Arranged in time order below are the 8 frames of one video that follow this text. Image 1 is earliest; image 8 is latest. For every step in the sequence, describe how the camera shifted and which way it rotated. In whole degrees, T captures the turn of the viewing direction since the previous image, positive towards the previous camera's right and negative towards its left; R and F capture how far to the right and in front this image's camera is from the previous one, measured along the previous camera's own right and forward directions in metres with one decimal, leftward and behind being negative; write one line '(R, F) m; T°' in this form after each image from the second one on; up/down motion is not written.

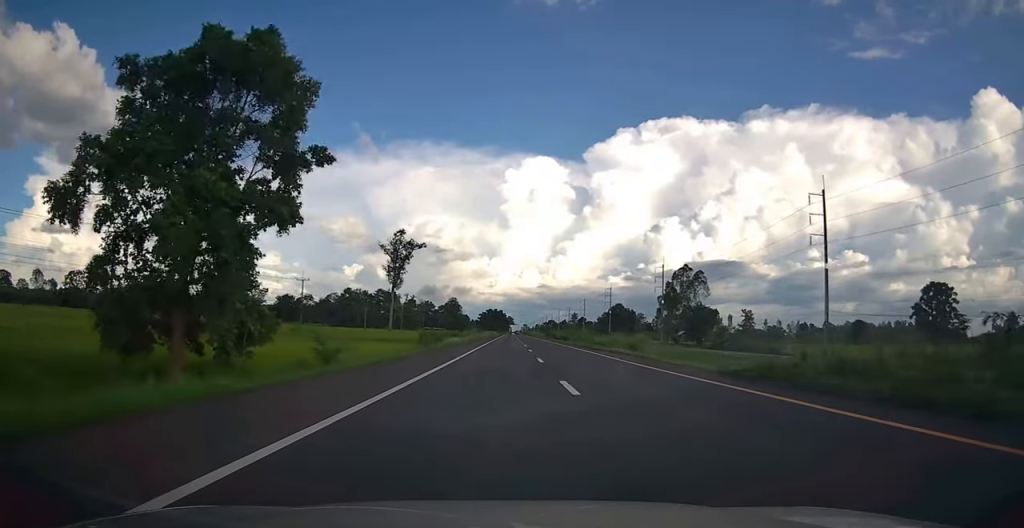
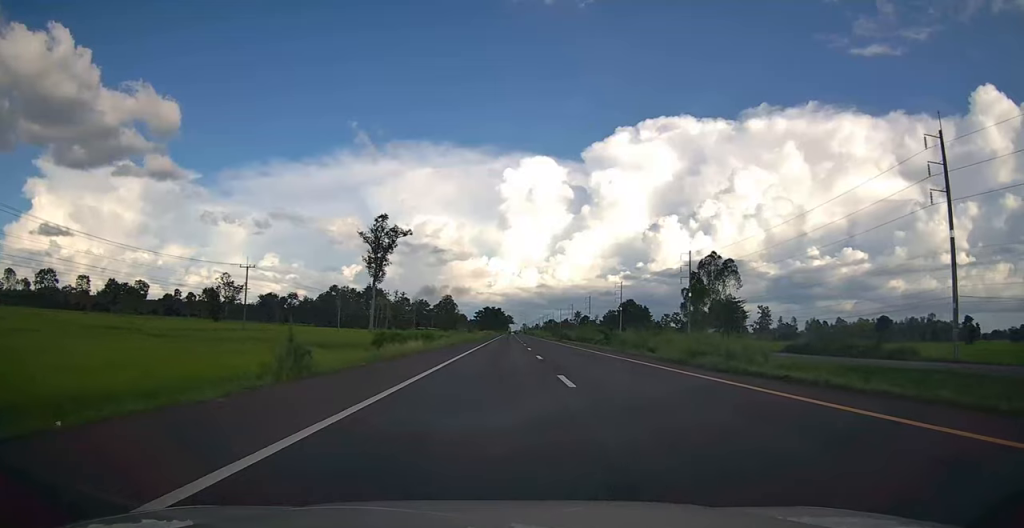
(0.0, +23.0) m; 0°
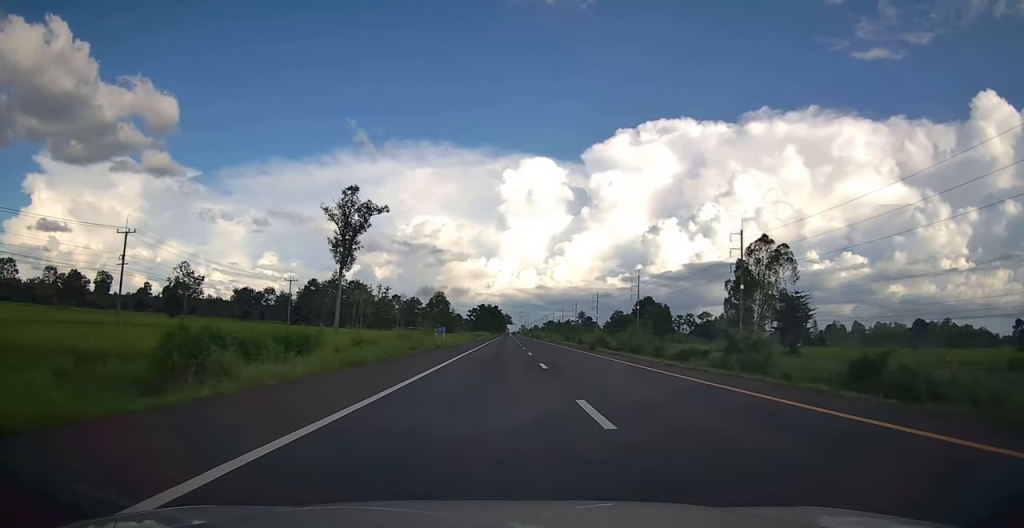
(-0.2, +28.9) m; 0°
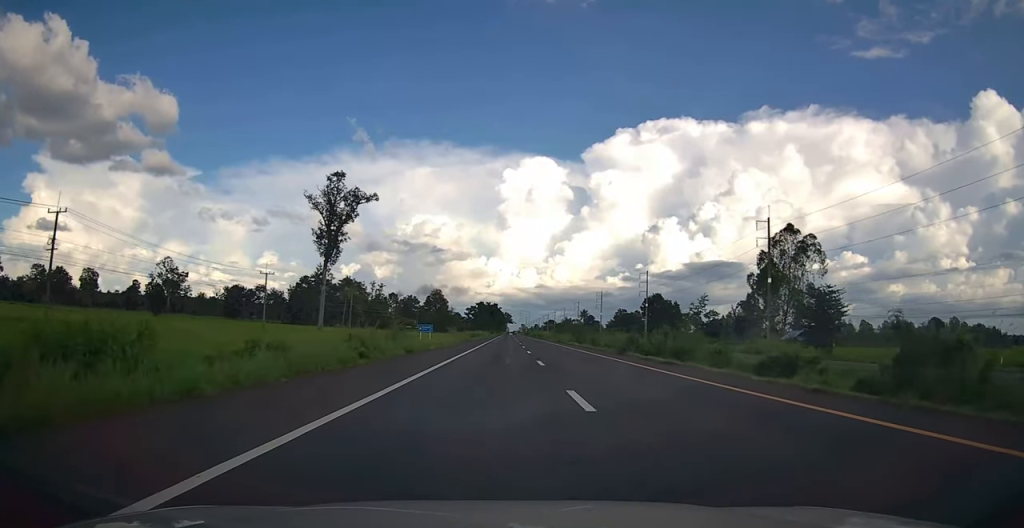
(0.0, +10.5) m; 0°
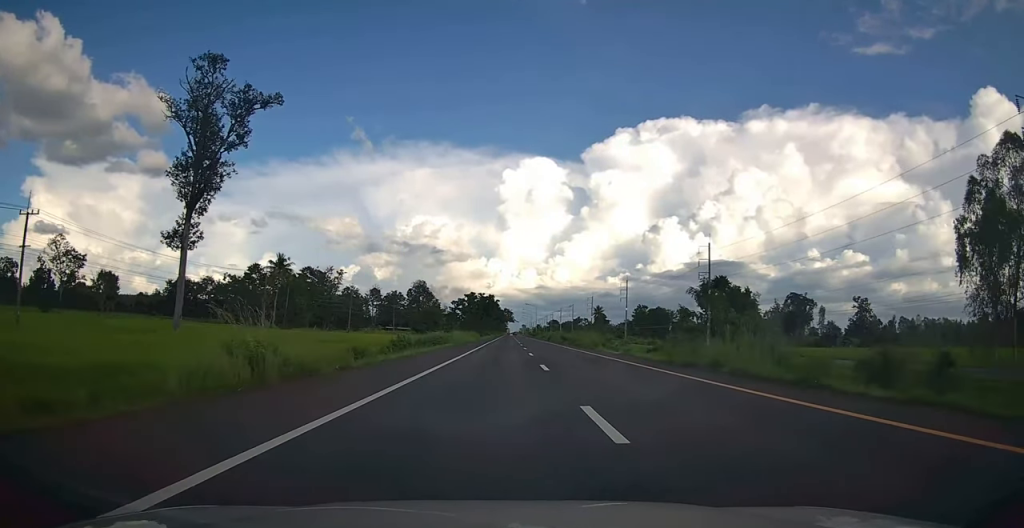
(+0.5, +50.1) m; 0°
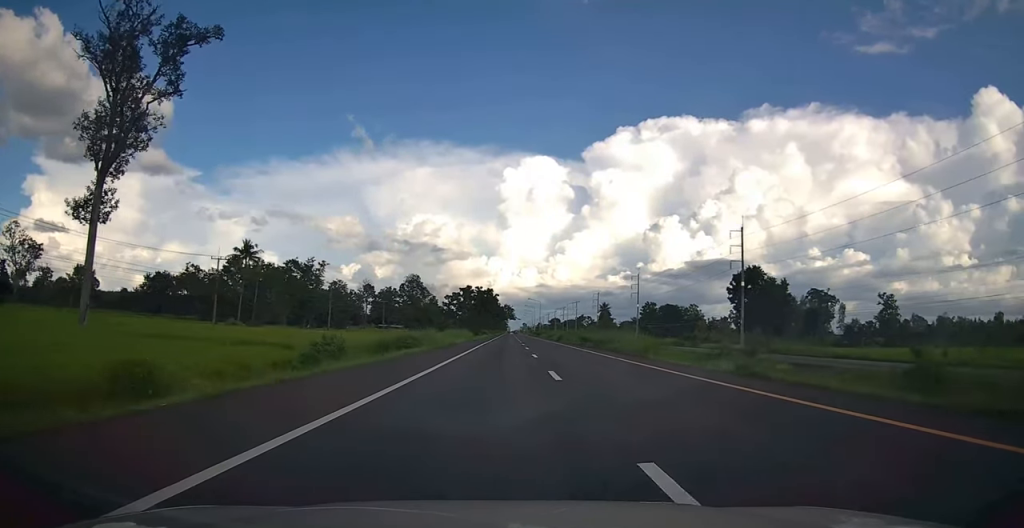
(-0.1, +15.9) m; 0°
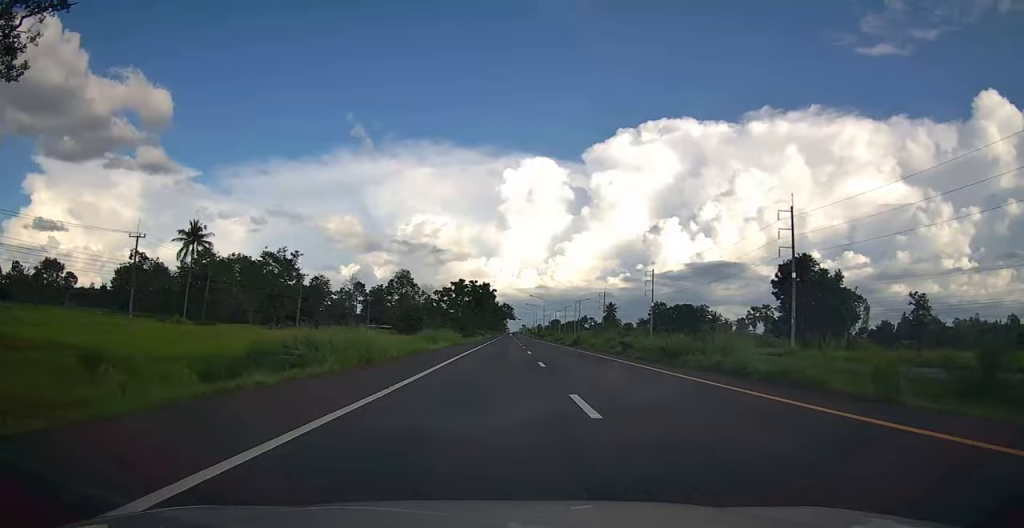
(0.0, +18.1) m; 0°
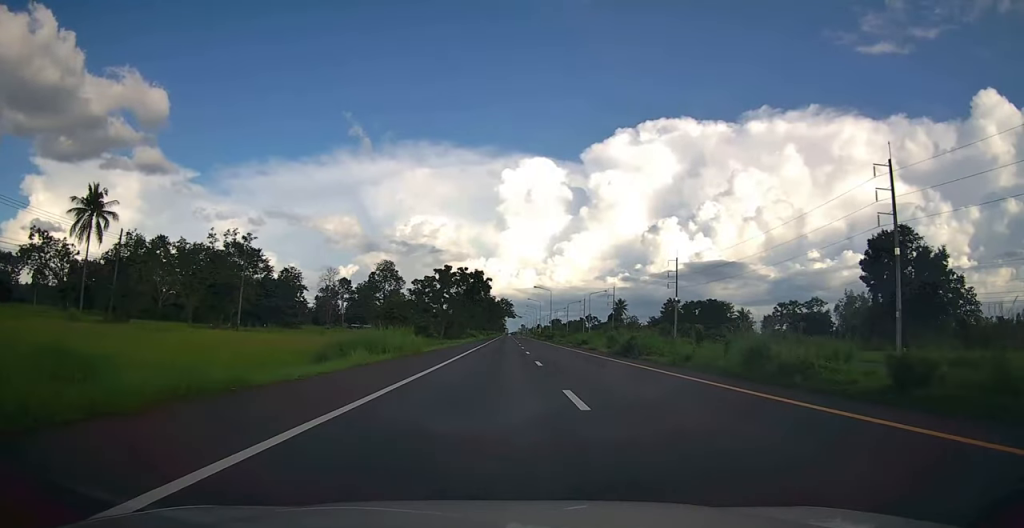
(0.0, +23.1) m; 0°
